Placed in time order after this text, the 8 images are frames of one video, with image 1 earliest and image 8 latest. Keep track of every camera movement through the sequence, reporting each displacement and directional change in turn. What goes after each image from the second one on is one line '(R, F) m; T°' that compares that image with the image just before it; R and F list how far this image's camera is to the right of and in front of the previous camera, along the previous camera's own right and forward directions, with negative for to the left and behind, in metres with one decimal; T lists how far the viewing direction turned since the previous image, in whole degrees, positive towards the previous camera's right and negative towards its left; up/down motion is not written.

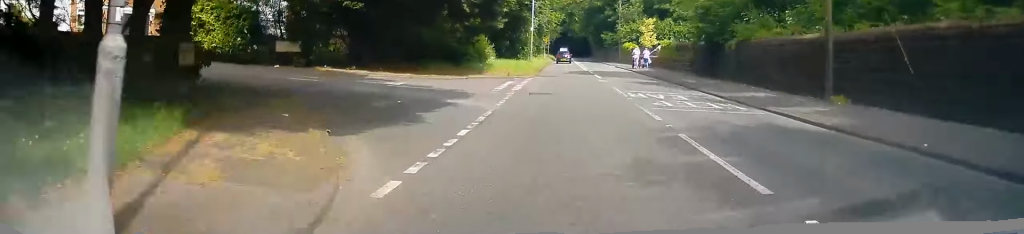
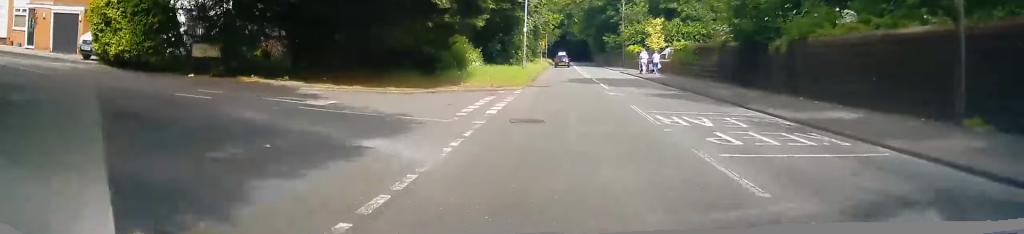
(0.0, +5.8) m; 0°
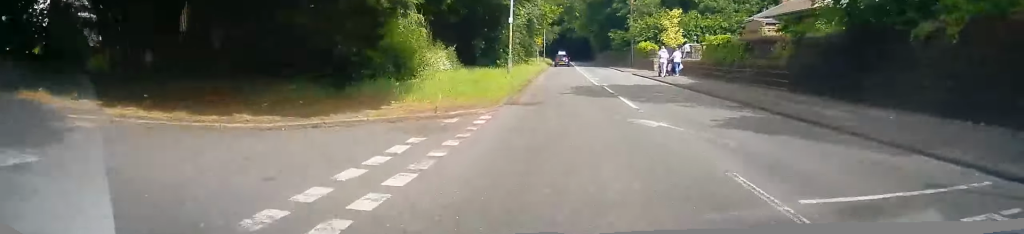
(0.0, +8.8) m; -1°
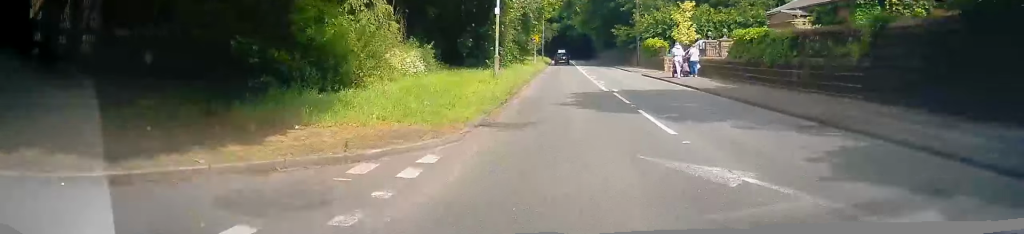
(0.0, +4.8) m; 0°
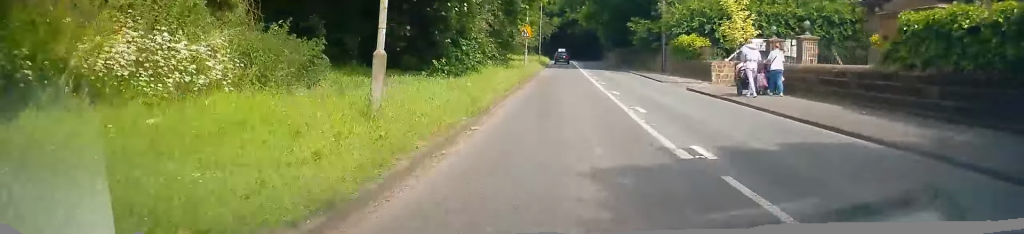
(0.0, +12.9) m; +2°
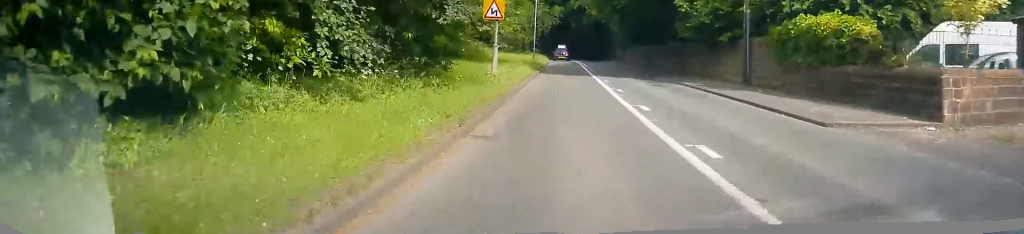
(+0.4, +18.1) m; 0°
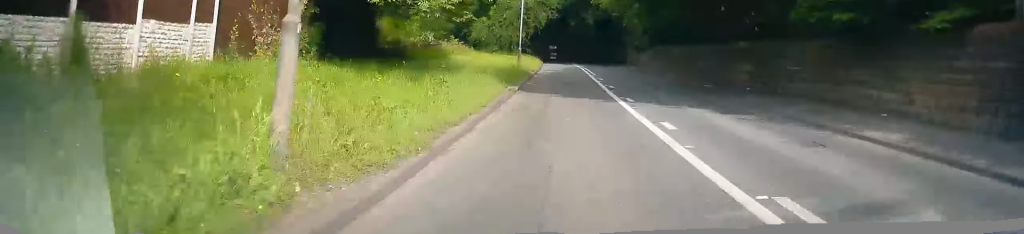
(-0.4, +14.7) m; -1°
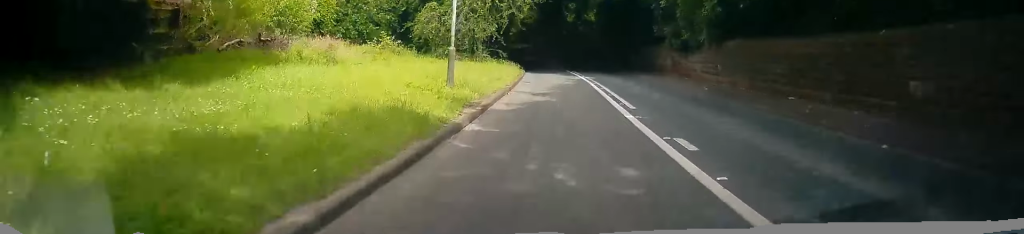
(+0.1, +20.1) m; +1°
